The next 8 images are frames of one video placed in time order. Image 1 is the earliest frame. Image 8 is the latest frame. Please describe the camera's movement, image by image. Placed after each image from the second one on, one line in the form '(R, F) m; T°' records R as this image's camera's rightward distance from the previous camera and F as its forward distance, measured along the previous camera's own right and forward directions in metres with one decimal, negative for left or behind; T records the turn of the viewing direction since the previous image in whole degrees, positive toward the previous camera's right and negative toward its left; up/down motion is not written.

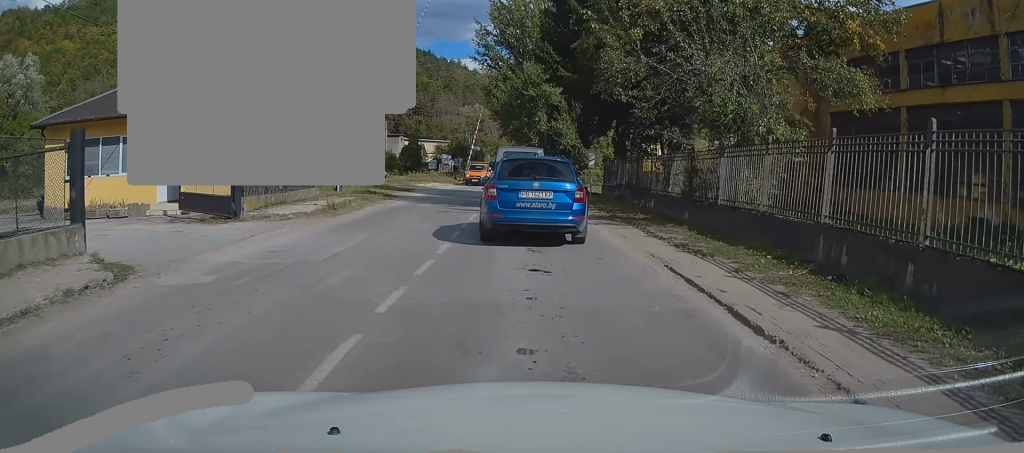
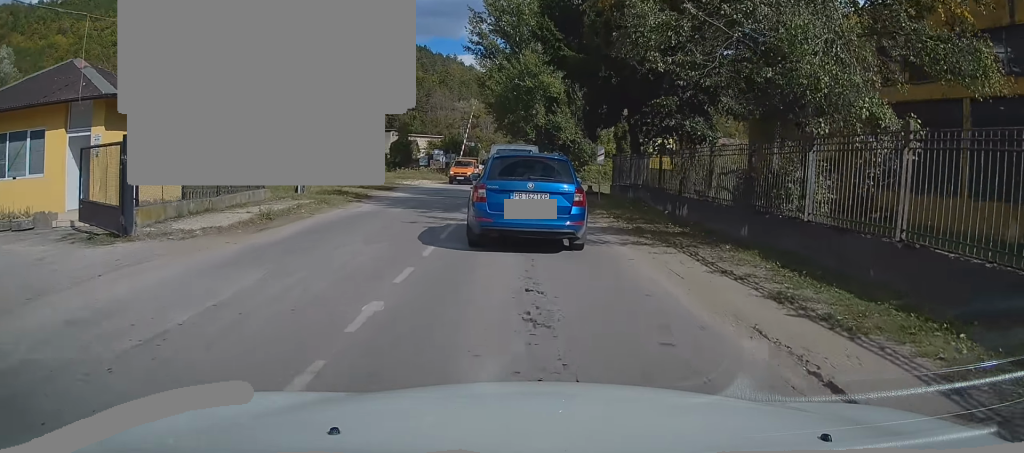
(+0.1, +5.3) m; +1°
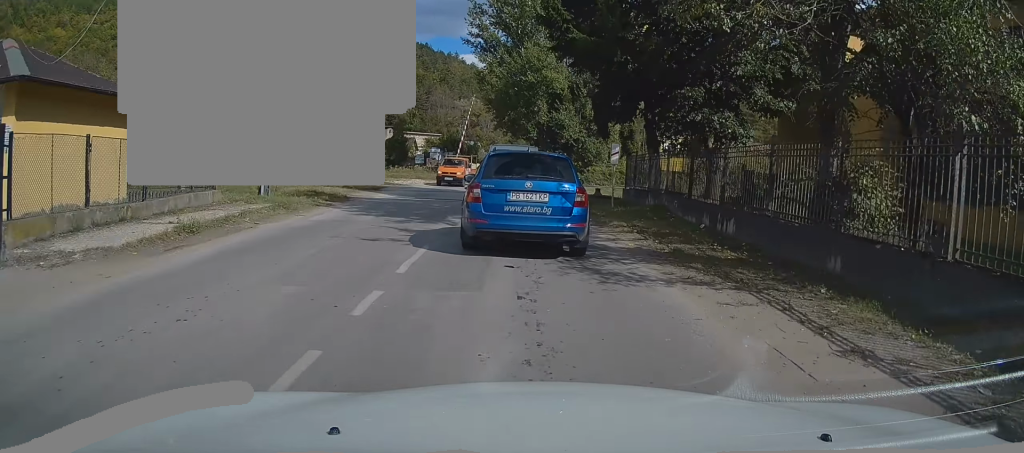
(-0.1, +4.0) m; +1°
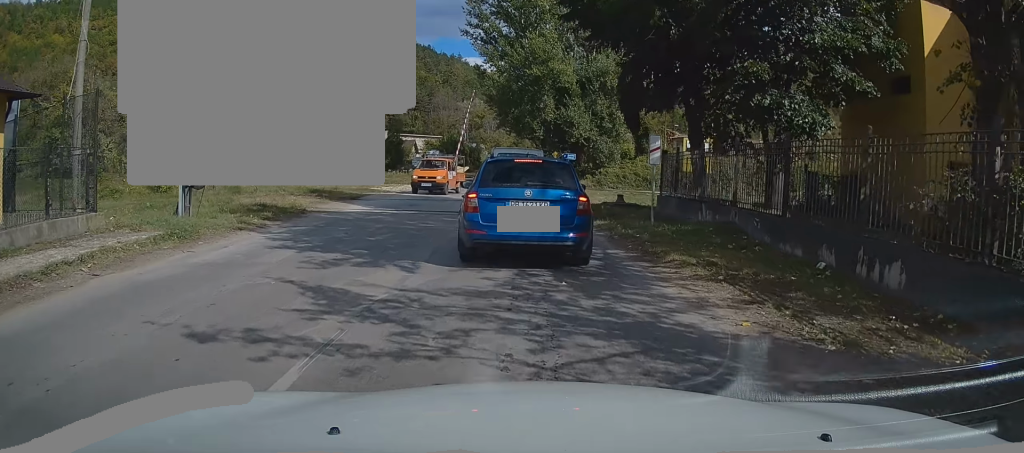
(+0.2, +6.4) m; 0°
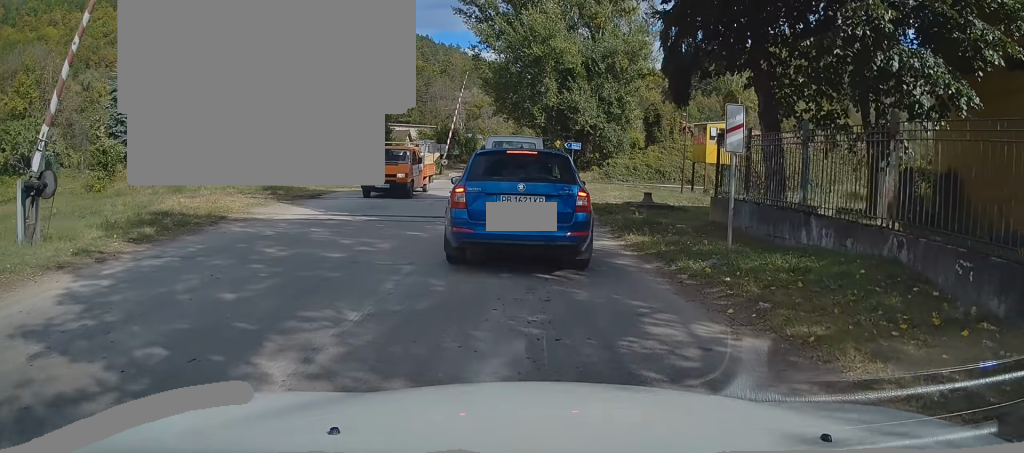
(-0.2, +6.3) m; -2°
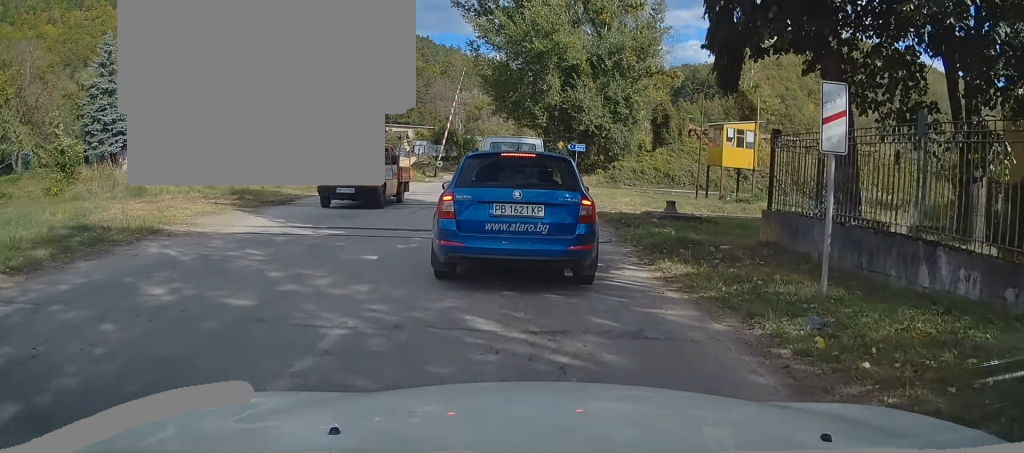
(-0.1, +3.3) m; 0°
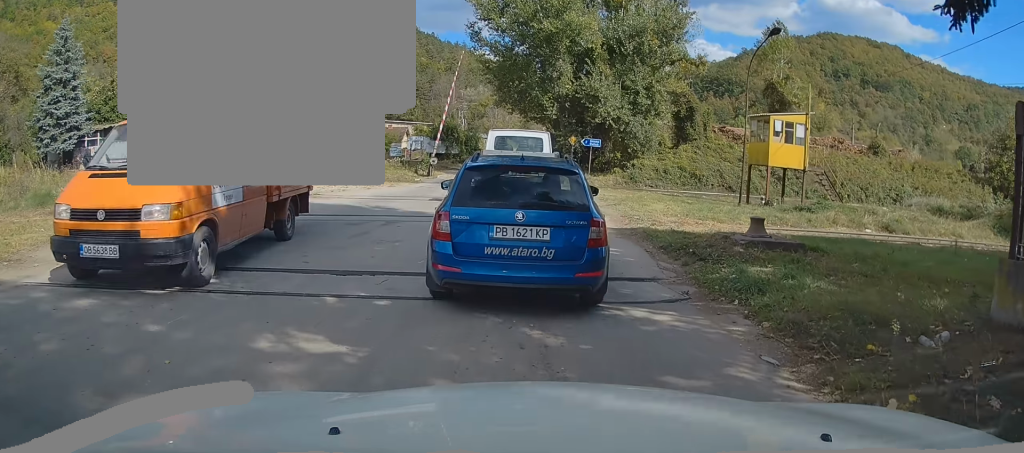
(+0.3, +6.7) m; +1°
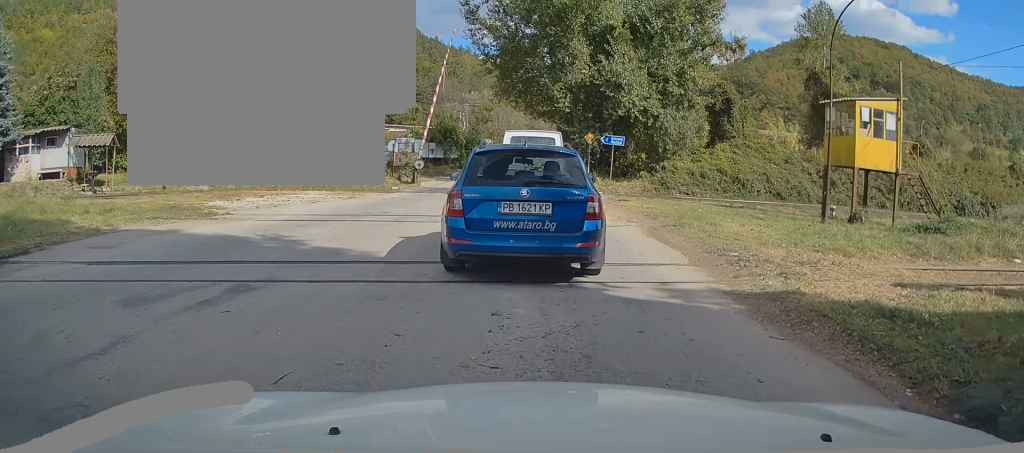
(-0.4, +8.2) m; -4°
